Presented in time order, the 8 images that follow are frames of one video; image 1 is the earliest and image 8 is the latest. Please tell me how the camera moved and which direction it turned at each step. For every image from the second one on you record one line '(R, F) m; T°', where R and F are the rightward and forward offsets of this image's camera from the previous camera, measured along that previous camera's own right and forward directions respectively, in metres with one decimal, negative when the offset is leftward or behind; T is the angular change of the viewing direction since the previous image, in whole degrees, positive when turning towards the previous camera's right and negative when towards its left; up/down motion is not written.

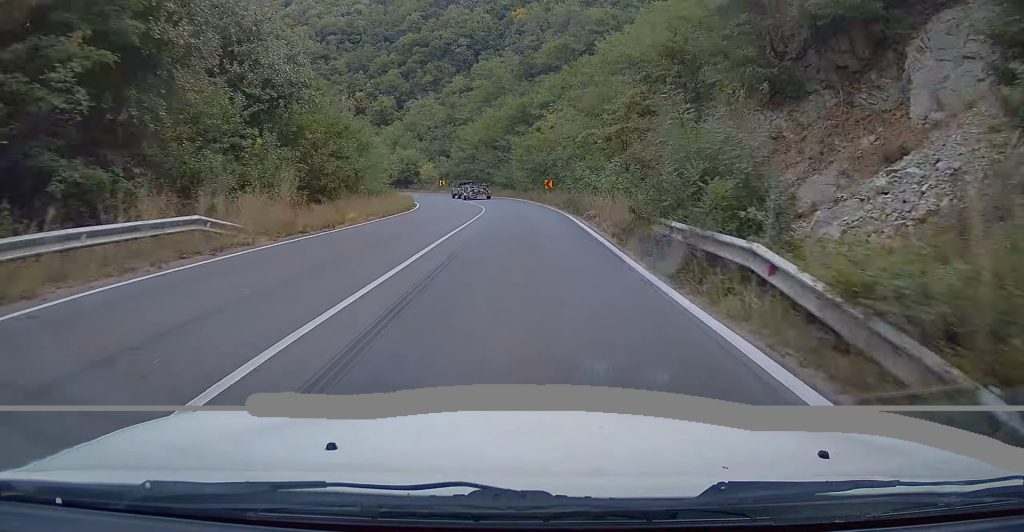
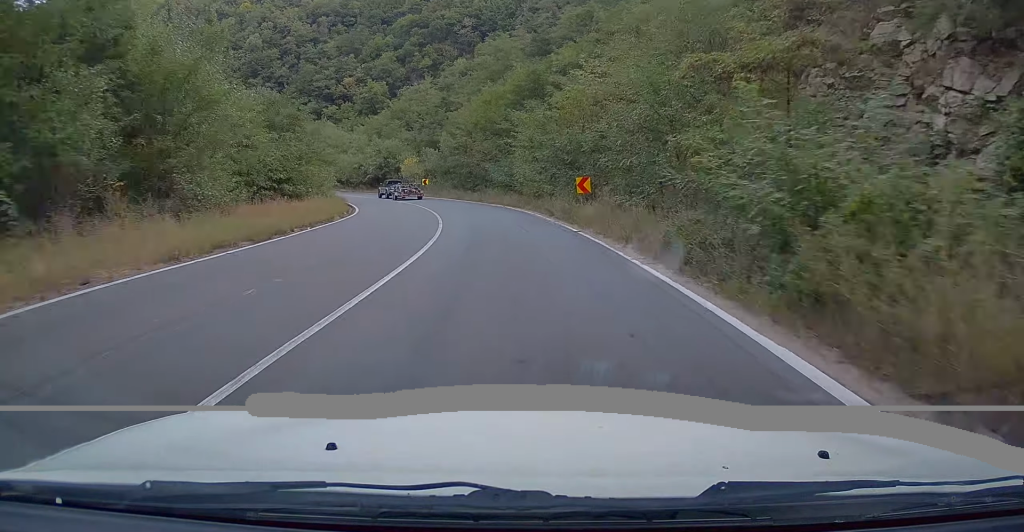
(0.0, +23.6) m; 0°
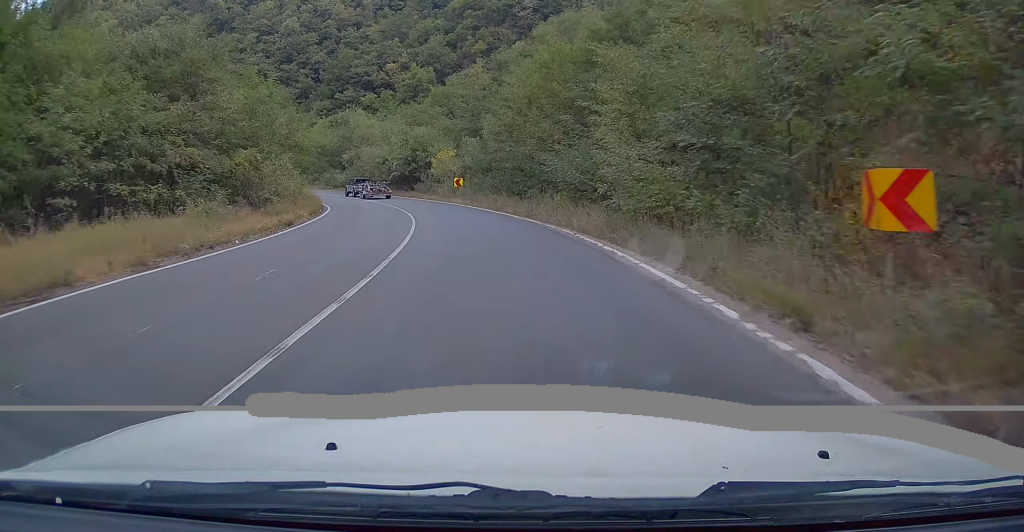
(-0.1, +20.3) m; -3°
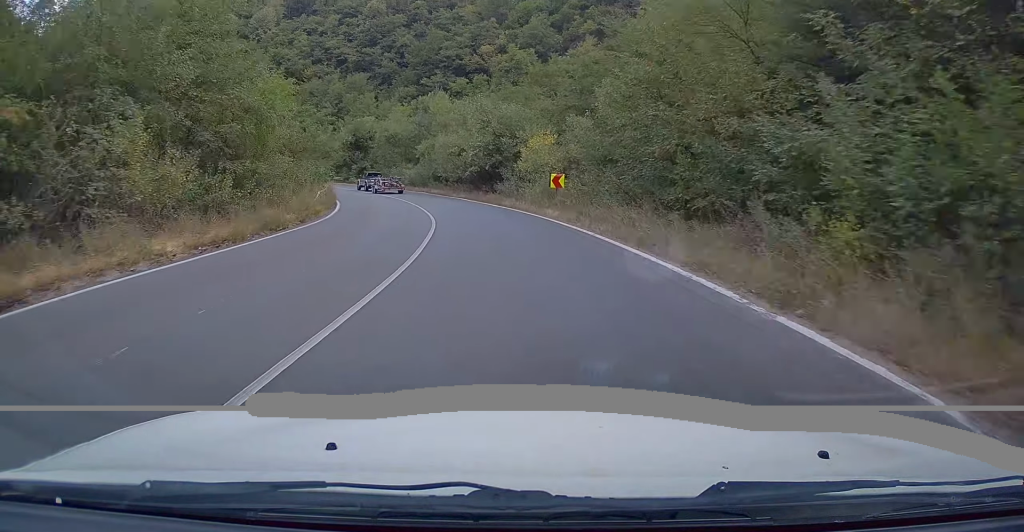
(-0.8, +19.0) m; -6°
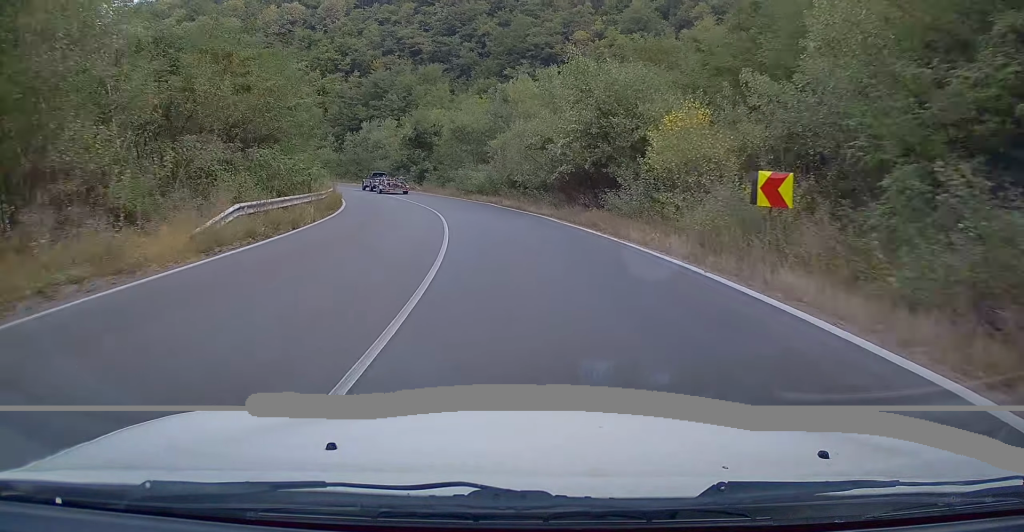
(-1.3, +17.7) m; -8°
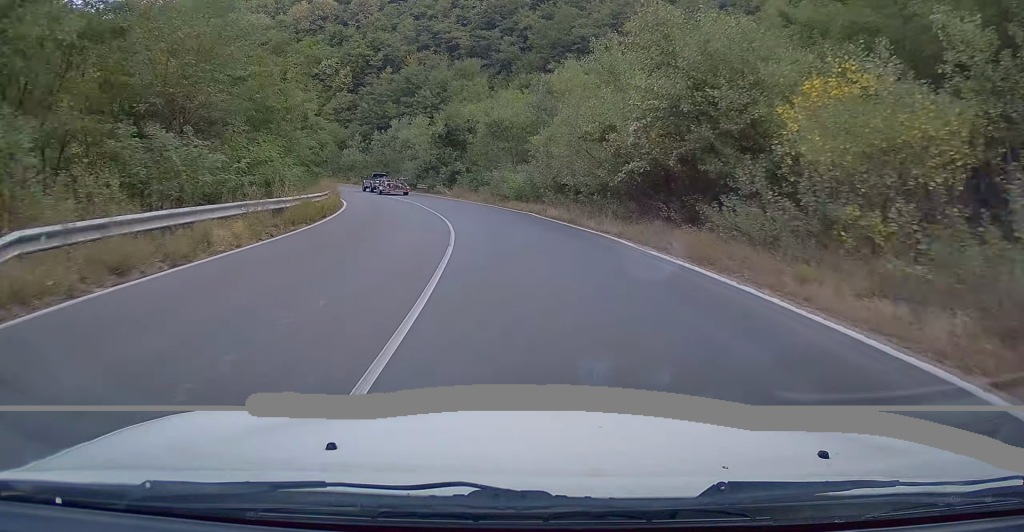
(0.0, +8.8) m; -4°
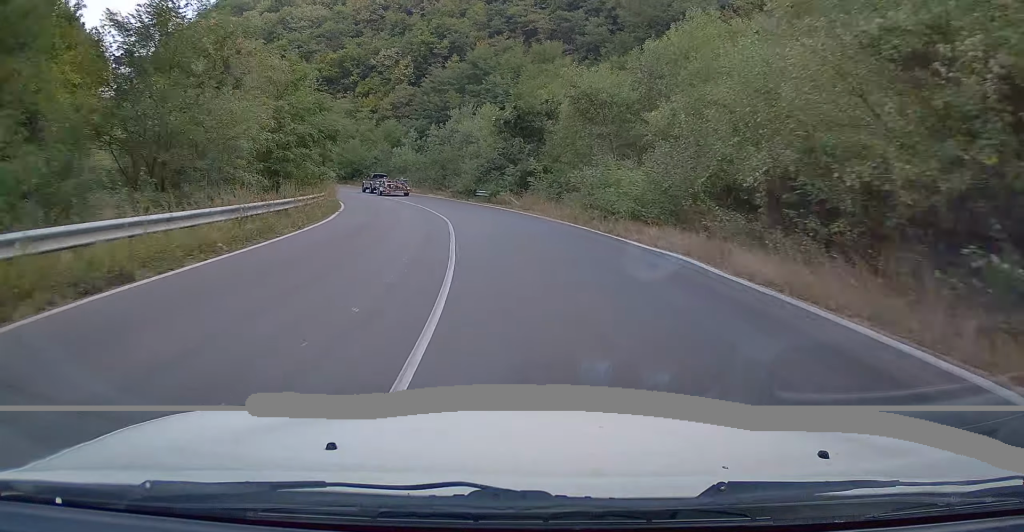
(-1.4, +16.8) m; -8°
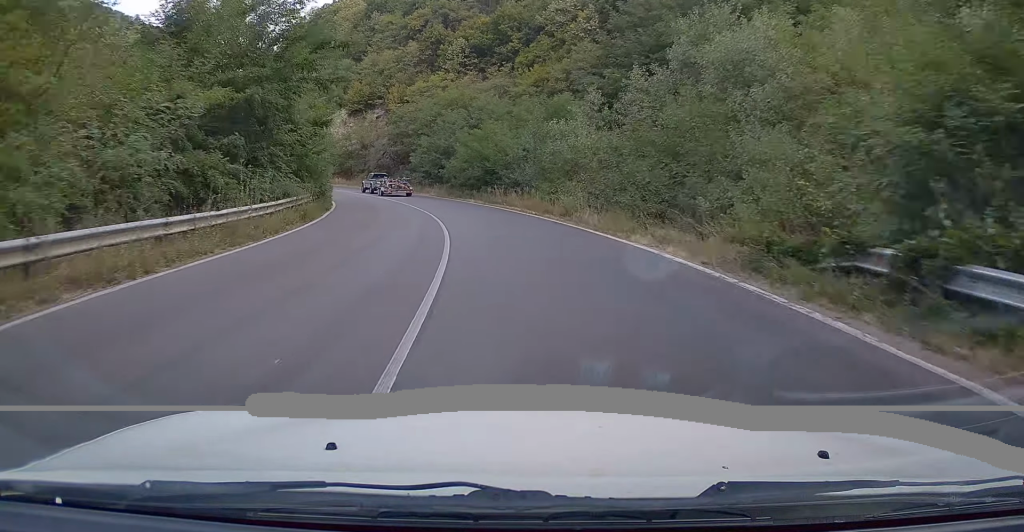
(-5.8, +36.5) m; -18°
